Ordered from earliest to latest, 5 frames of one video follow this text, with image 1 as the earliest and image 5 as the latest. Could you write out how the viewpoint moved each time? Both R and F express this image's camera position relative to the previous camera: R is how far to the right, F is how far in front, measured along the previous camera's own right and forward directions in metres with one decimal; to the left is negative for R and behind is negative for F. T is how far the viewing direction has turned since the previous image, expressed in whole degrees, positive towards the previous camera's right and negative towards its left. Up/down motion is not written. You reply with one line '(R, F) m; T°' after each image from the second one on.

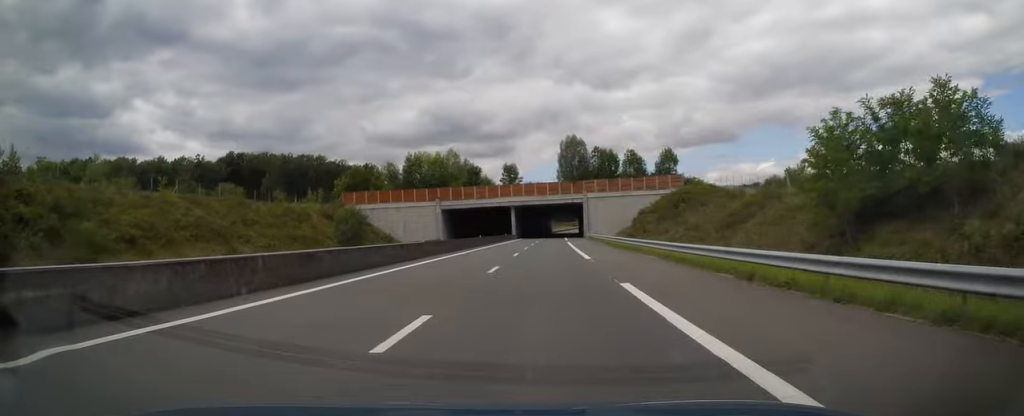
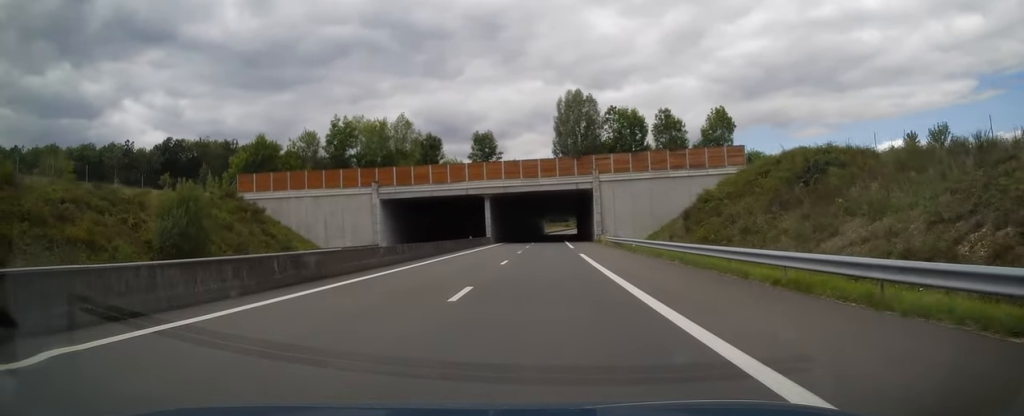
(+0.3, +33.6) m; +1°
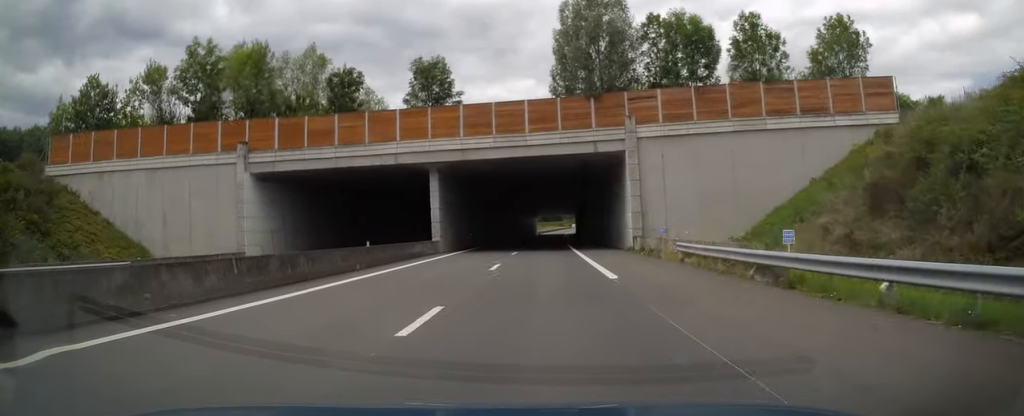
(+0.2, +29.7) m; 0°
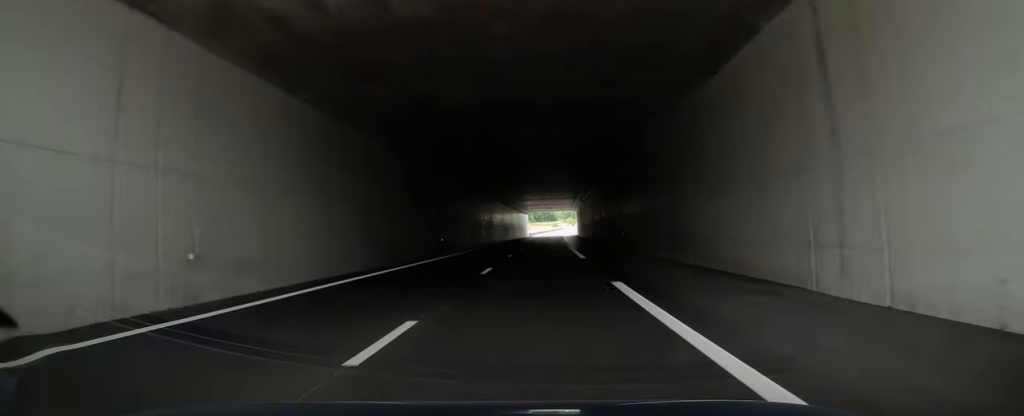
(+0.3, +40.3) m; +1°
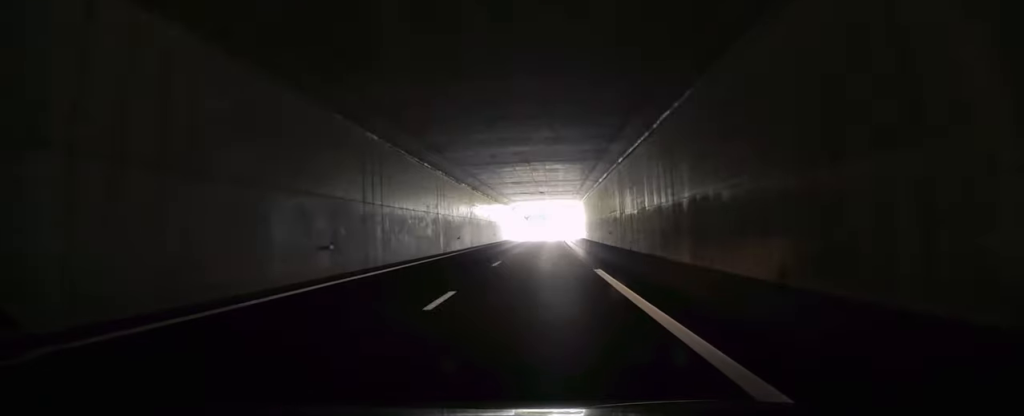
(+0.1, +47.1) m; 0°
